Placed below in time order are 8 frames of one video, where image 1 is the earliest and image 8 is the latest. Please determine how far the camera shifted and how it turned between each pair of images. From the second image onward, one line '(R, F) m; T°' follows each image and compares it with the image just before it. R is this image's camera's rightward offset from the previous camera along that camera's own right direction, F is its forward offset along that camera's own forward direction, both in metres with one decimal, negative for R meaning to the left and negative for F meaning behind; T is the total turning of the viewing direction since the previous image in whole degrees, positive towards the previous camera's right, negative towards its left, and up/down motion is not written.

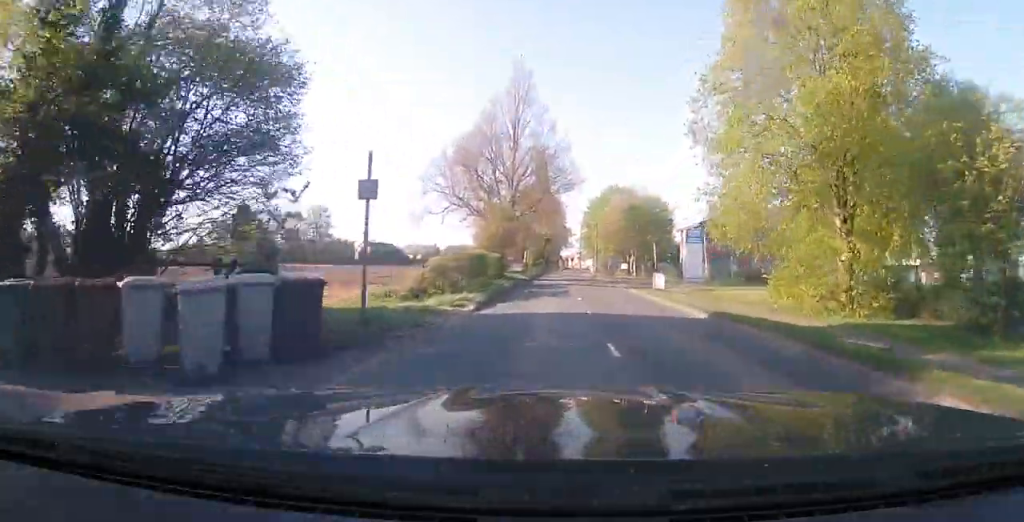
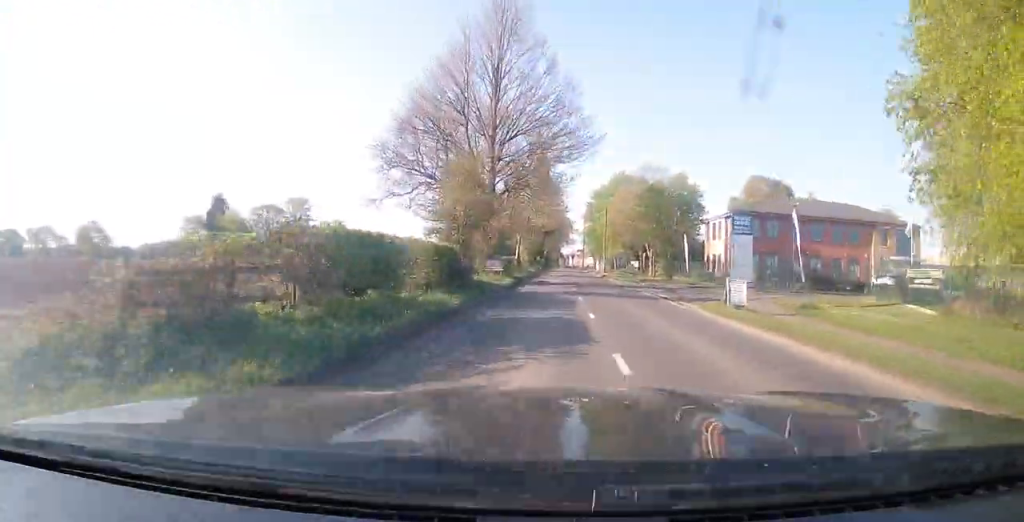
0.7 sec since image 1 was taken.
(+0.3, +14.1) m; +1°
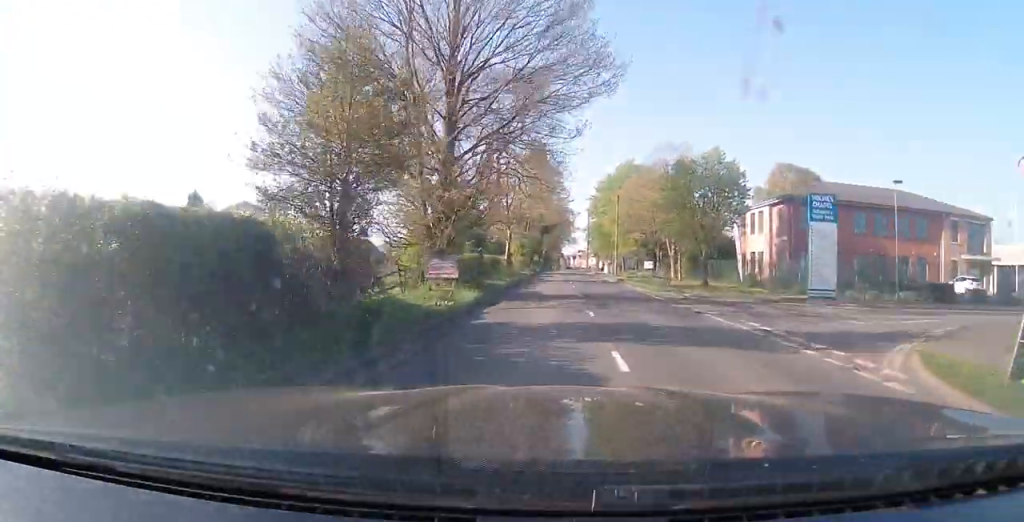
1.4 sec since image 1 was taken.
(+0.1, +12.7) m; 0°
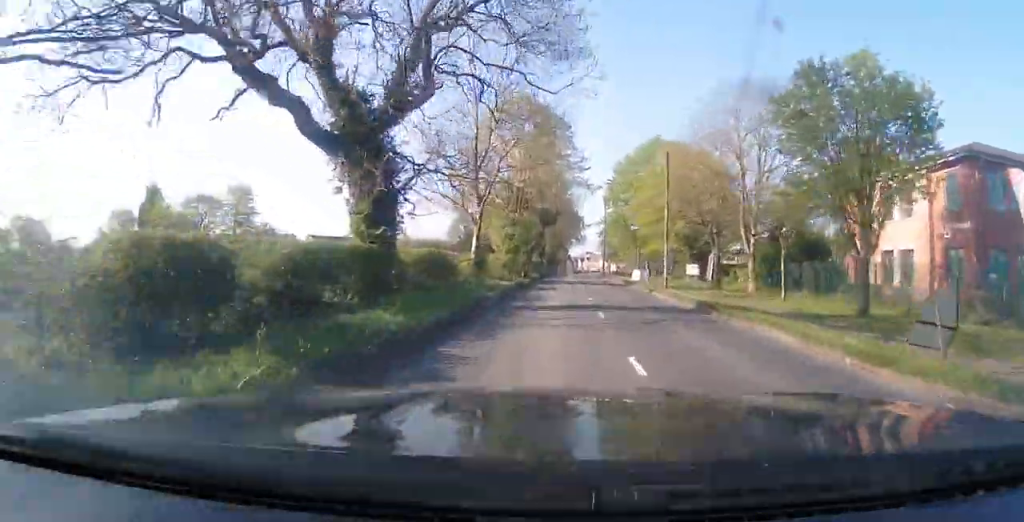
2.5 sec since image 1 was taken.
(-0.3, +21.1) m; -2°
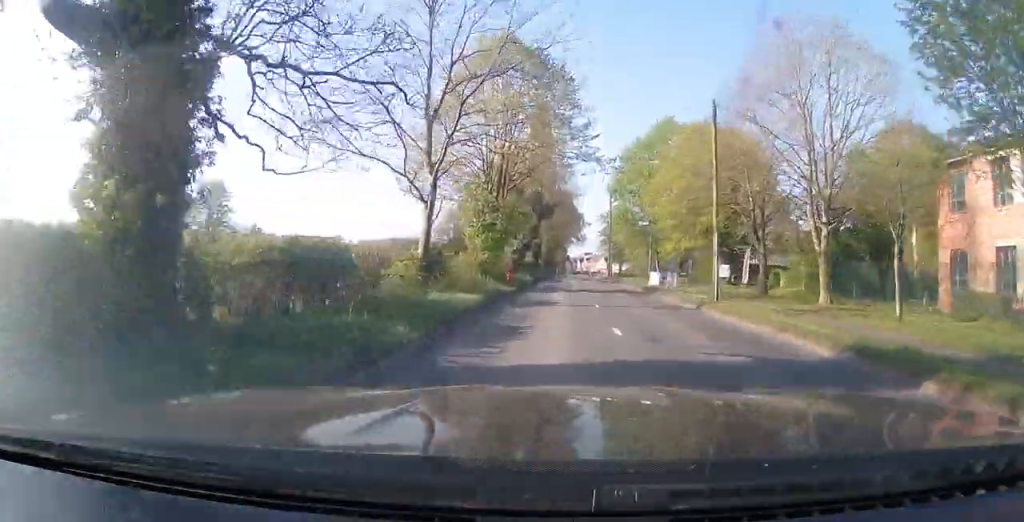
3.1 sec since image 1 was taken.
(-0.3, +9.8) m; -1°
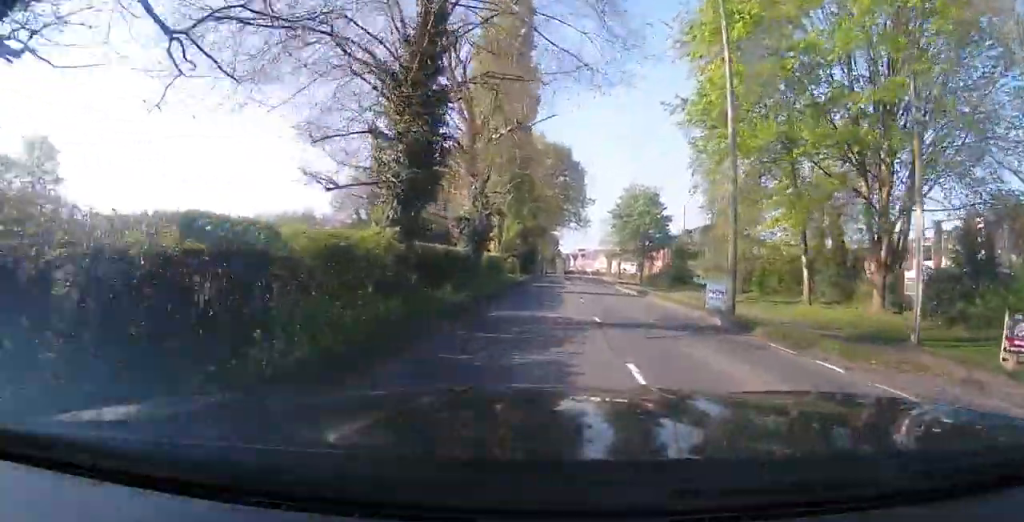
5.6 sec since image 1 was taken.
(+1.9, +45.4) m; +3°
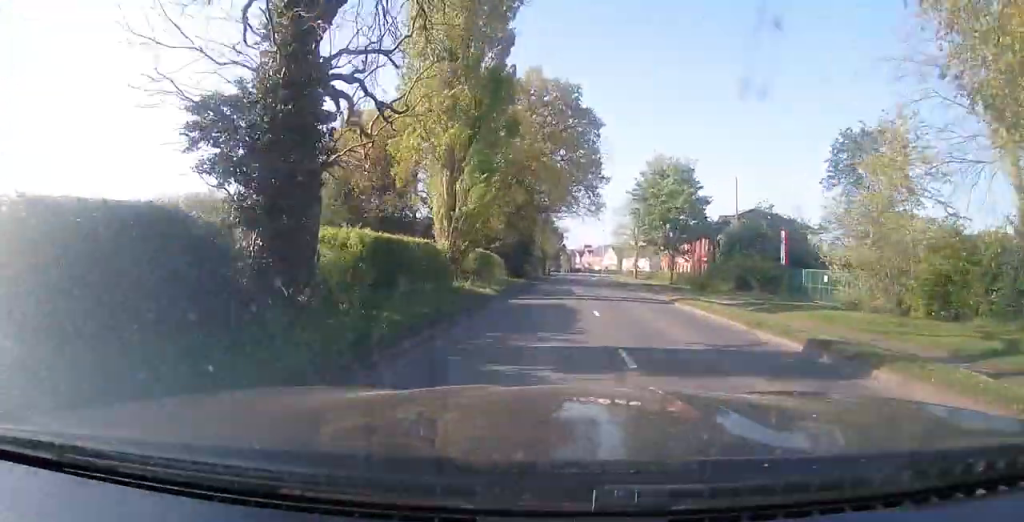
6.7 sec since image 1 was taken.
(-0.2, +18.5) m; -1°
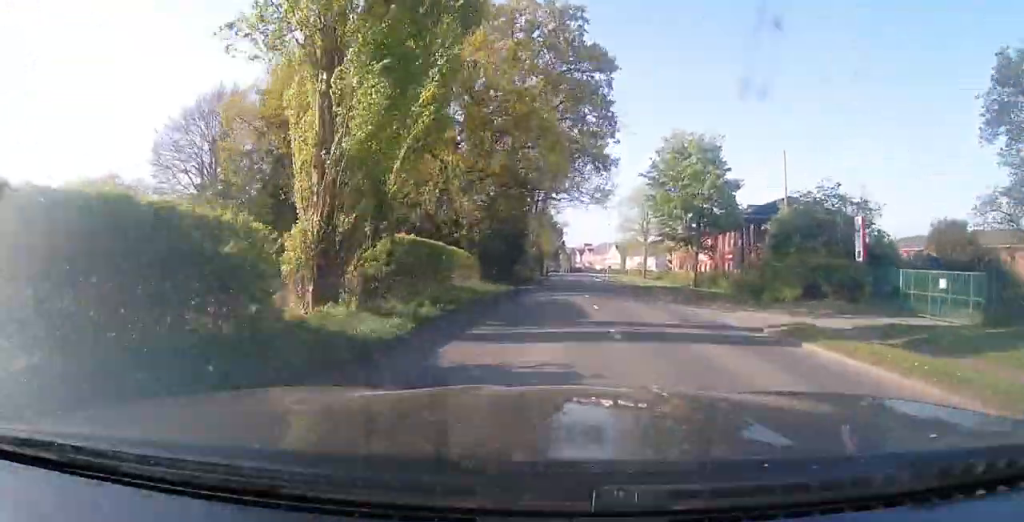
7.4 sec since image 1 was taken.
(-0.1, +10.9) m; -1°
